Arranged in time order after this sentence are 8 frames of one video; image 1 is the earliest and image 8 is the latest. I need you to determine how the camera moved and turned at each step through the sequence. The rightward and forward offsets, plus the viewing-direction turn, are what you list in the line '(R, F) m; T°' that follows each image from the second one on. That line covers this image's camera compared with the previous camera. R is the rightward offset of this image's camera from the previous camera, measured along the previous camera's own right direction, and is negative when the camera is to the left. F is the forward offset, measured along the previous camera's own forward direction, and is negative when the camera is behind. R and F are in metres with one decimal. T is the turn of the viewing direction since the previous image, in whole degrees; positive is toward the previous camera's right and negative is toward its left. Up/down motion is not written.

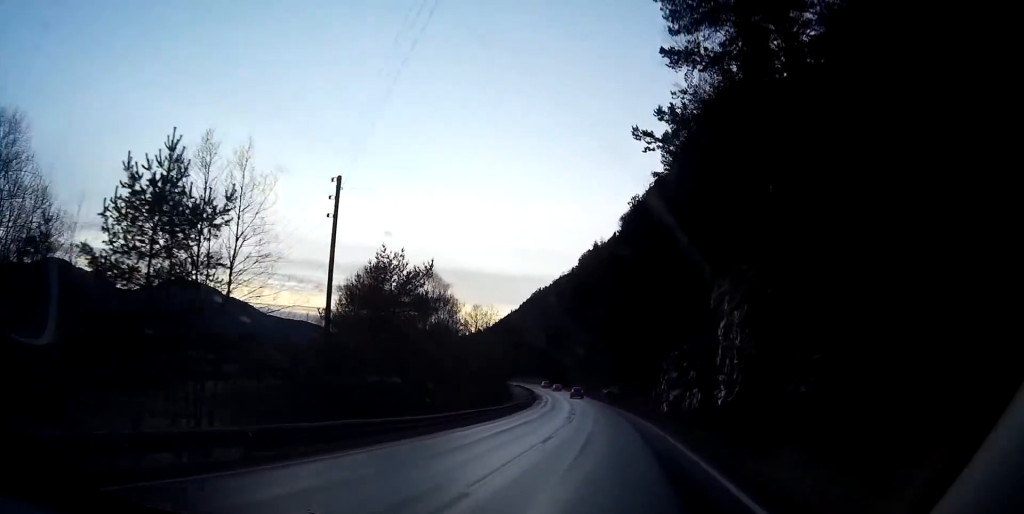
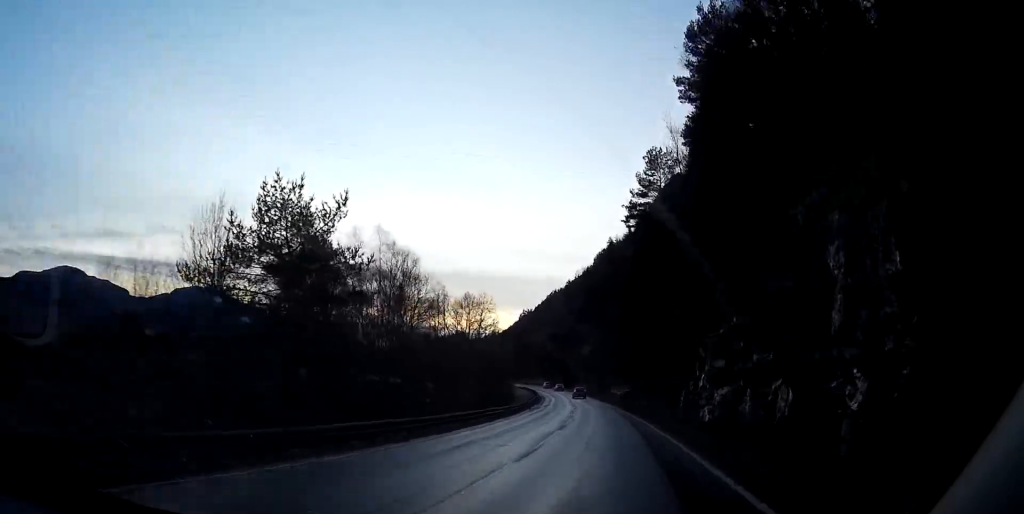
(-0.1, +17.5) m; -1°
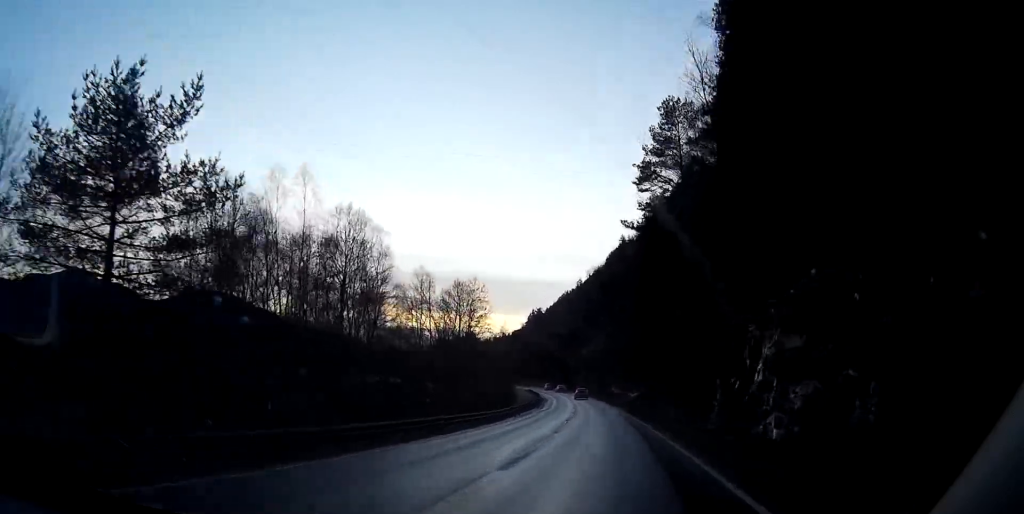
(-0.1, +13.1) m; -1°
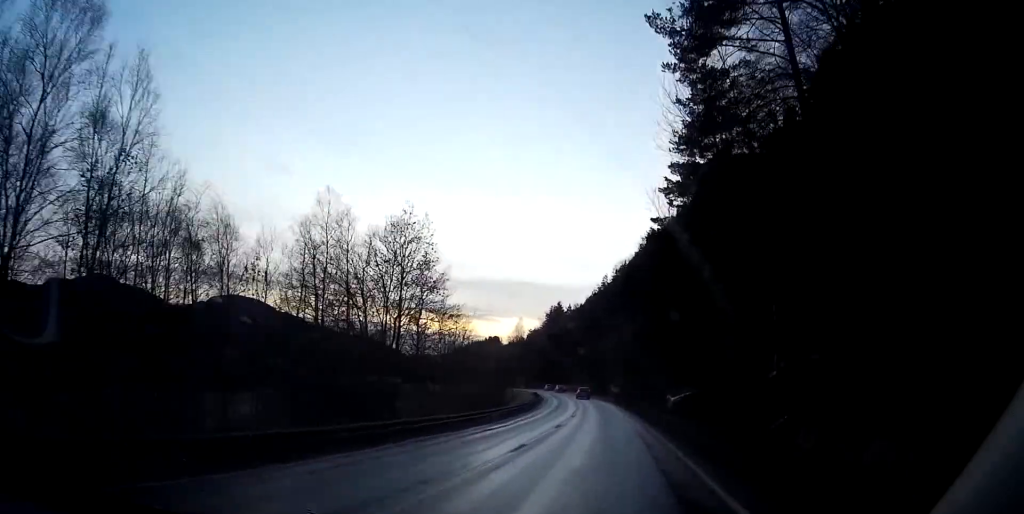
(-1.0, +32.5) m; -2°
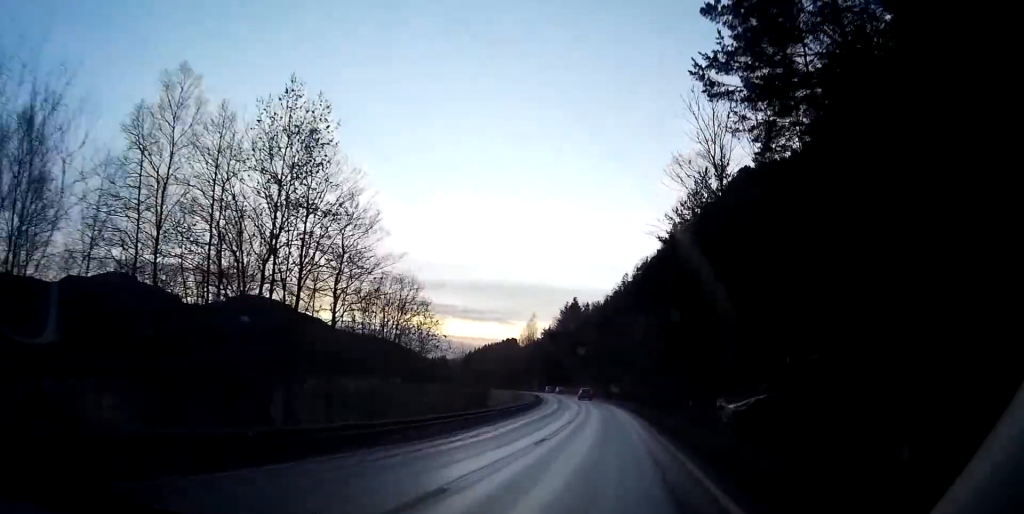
(0.0, +20.7) m; 0°
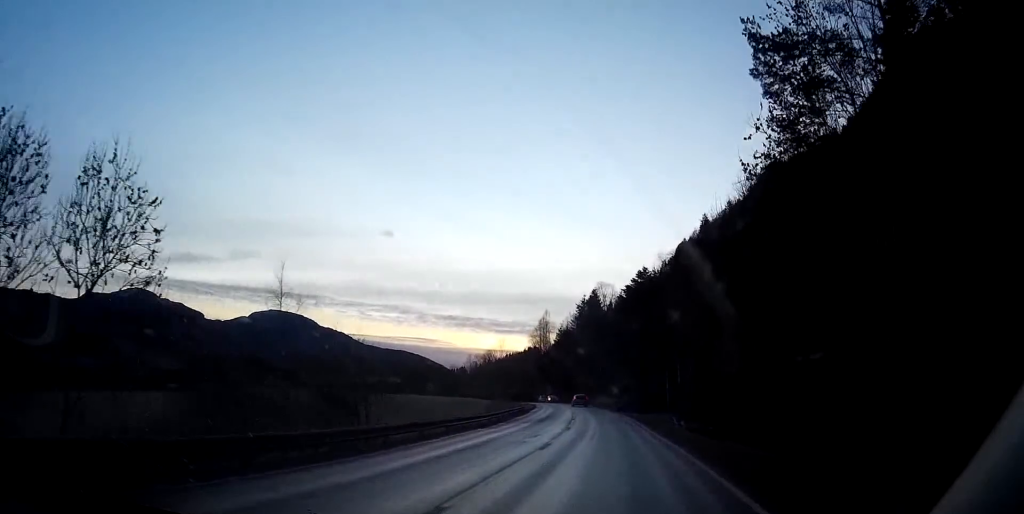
(-0.1, +35.8) m; -2°
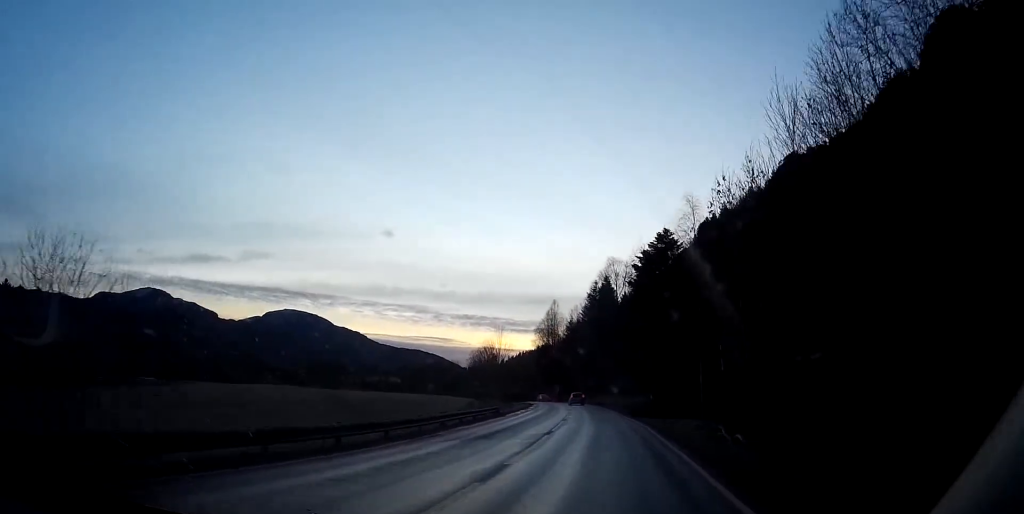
(-0.3, +18.6) m; -2°
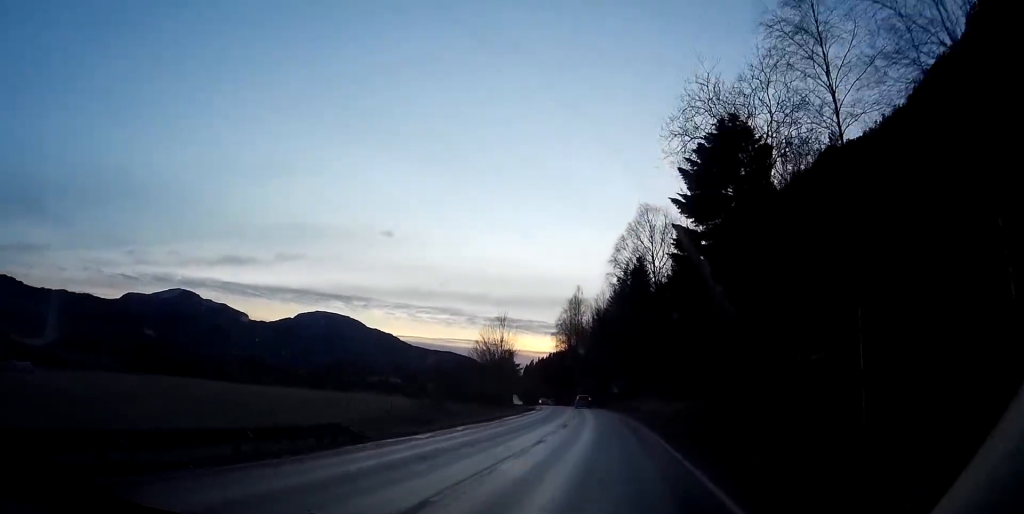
(-0.7, +28.7) m; -3°
